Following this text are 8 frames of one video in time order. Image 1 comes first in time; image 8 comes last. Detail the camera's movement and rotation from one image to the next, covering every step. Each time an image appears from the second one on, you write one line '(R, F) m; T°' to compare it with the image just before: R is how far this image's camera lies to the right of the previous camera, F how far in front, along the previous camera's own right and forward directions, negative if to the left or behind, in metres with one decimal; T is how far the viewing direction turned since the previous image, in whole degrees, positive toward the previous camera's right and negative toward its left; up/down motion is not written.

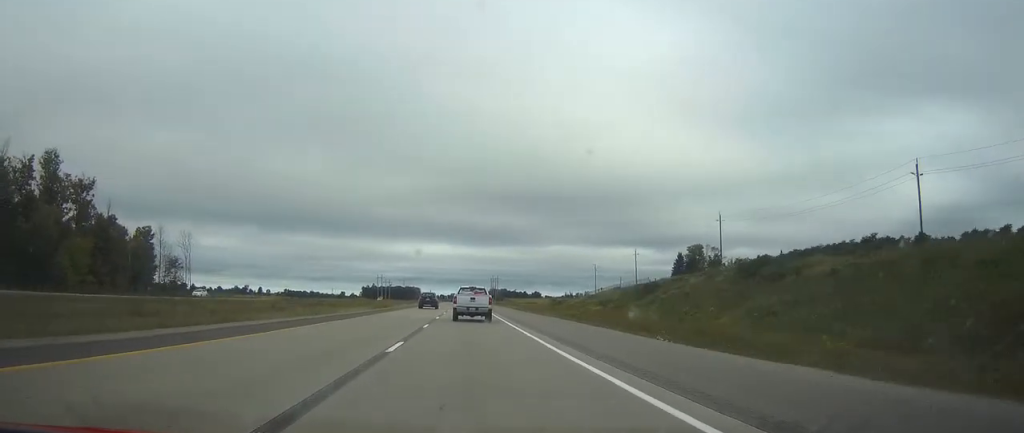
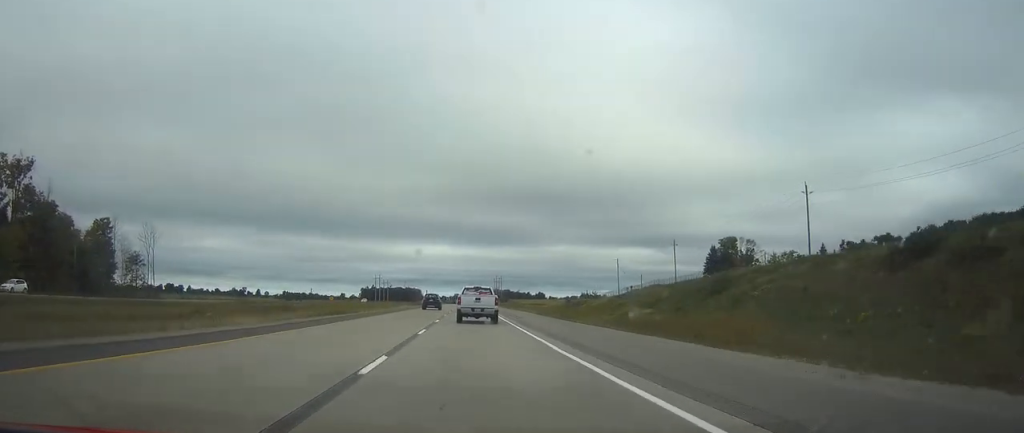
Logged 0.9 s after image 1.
(0.0, +28.7) m; 0°
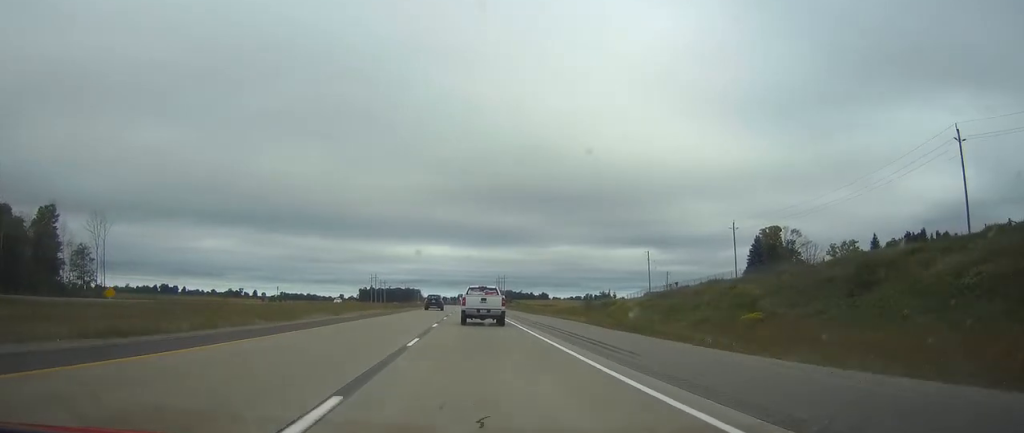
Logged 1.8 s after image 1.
(0.0, +29.7) m; 0°
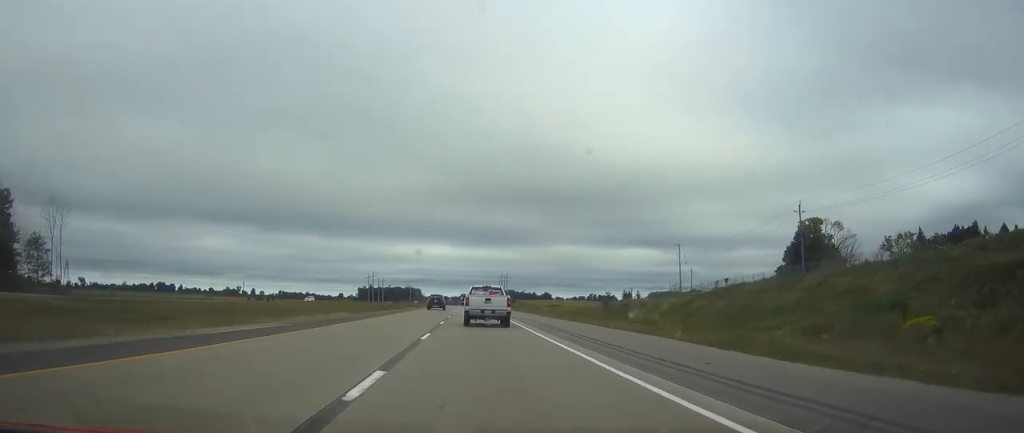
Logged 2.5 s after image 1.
(0.0, +21.3) m; 0°
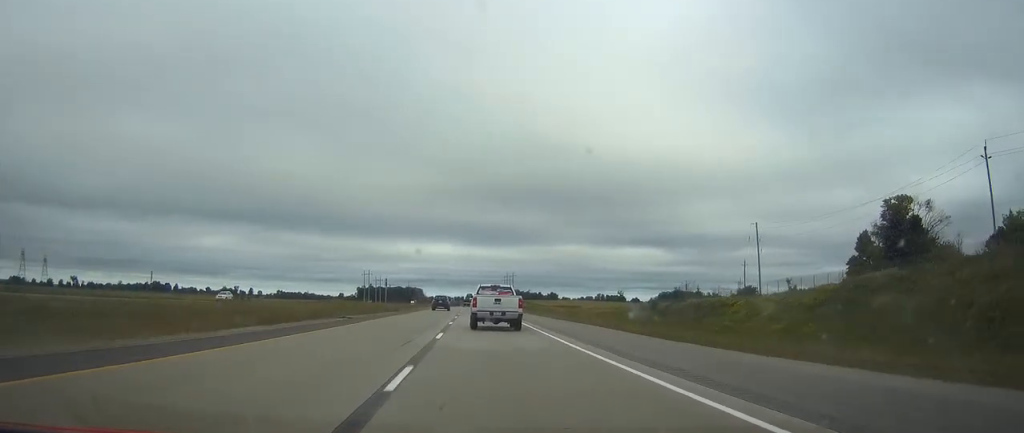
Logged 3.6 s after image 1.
(-0.1, +35.3) m; 0°
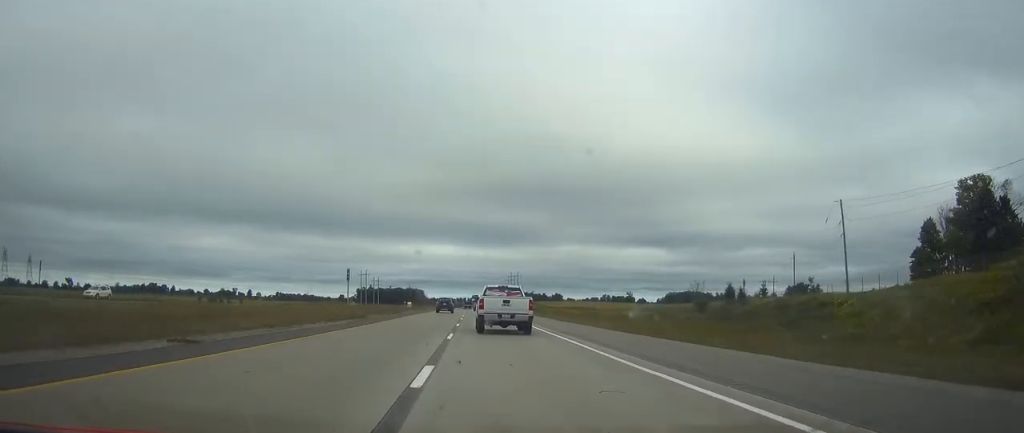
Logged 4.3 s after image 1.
(0.0, +23.6) m; 0°
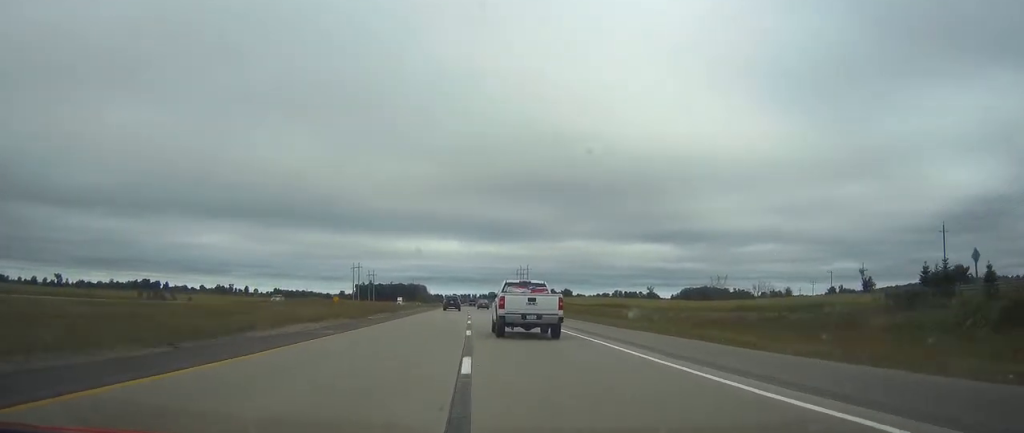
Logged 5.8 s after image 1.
(-0.2, +46.6) m; 0°
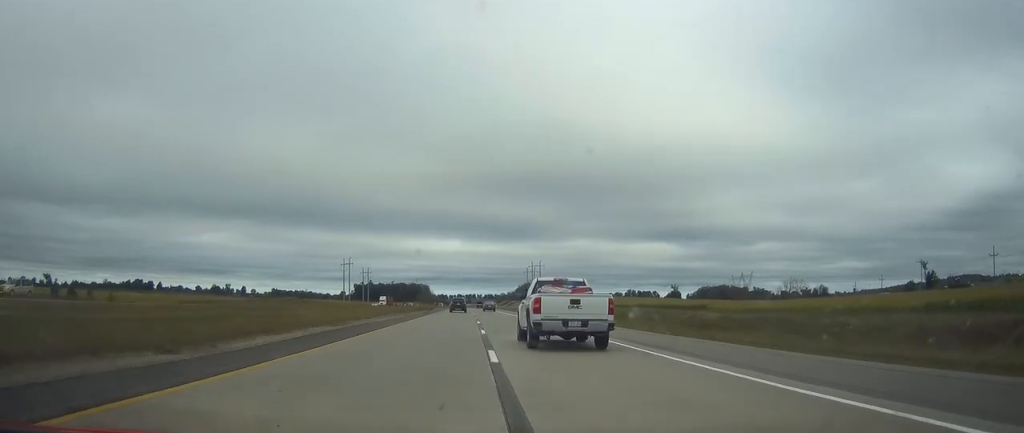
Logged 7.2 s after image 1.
(-0.1, +46.0) m; 0°
